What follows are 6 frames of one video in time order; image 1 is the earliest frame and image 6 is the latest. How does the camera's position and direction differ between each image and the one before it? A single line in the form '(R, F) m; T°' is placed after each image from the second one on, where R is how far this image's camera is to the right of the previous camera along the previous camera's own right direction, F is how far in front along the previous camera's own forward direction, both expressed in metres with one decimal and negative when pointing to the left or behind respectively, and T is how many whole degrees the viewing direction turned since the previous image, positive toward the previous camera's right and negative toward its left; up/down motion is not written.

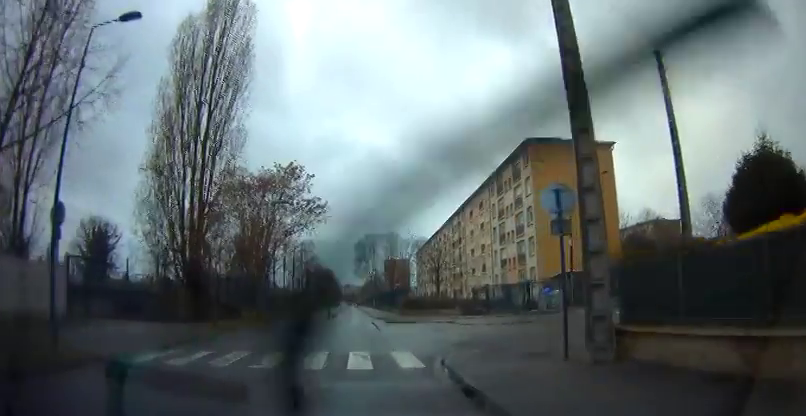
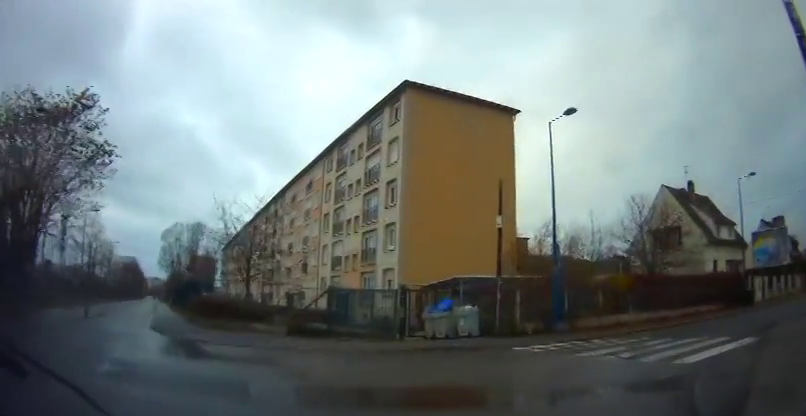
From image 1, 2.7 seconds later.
(+1.0, +15.1) m; +23°
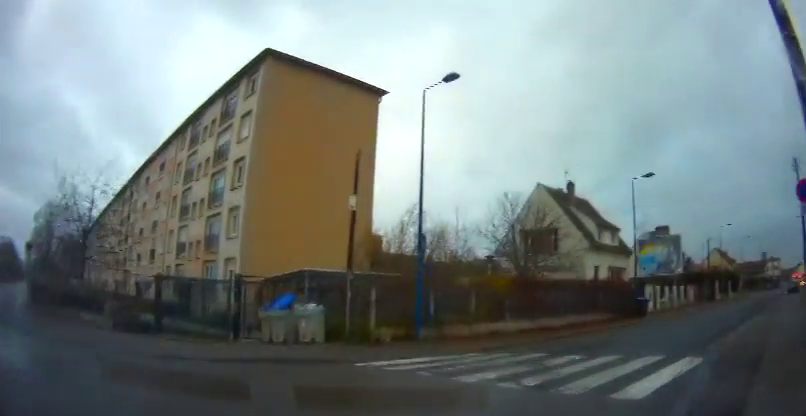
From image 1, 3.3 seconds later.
(+0.5, +3.1) m; +15°
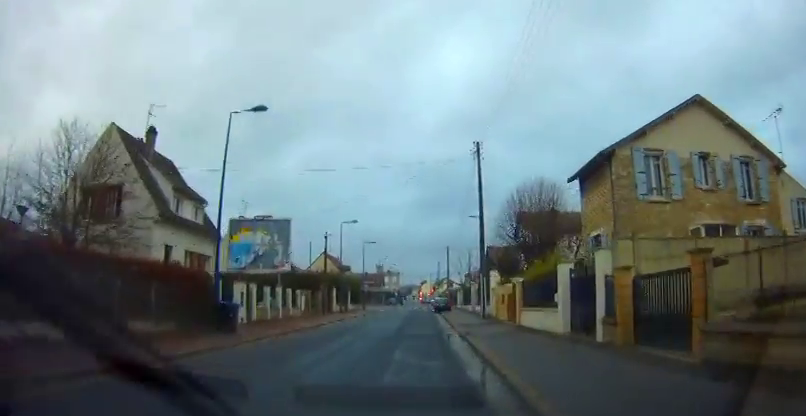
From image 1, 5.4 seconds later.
(+4.5, +9.6) m; +42°
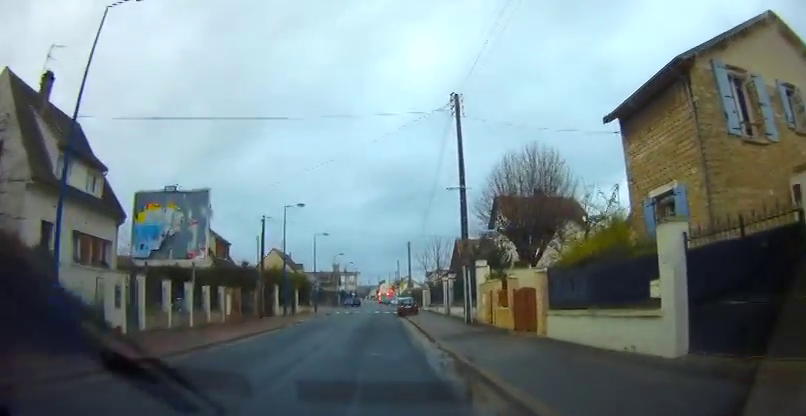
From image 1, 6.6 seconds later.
(+0.9, +7.5) m; +10°
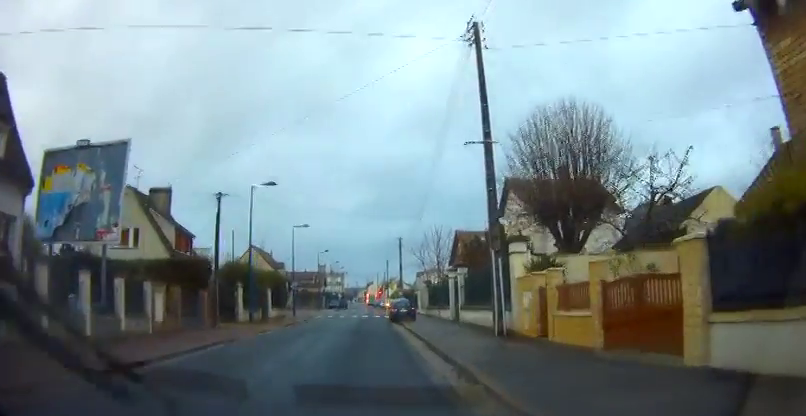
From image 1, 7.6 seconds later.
(+0.2, +6.7) m; +3°
